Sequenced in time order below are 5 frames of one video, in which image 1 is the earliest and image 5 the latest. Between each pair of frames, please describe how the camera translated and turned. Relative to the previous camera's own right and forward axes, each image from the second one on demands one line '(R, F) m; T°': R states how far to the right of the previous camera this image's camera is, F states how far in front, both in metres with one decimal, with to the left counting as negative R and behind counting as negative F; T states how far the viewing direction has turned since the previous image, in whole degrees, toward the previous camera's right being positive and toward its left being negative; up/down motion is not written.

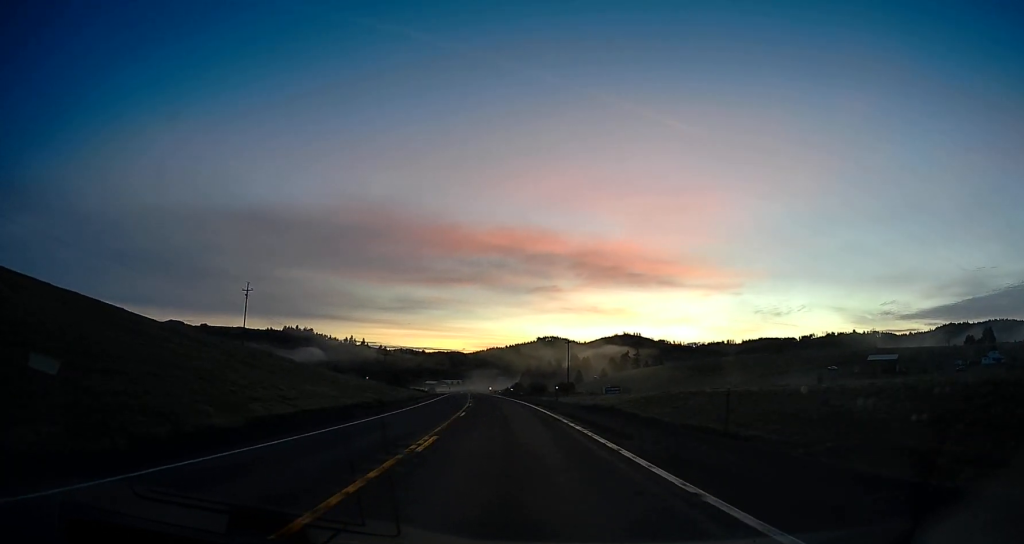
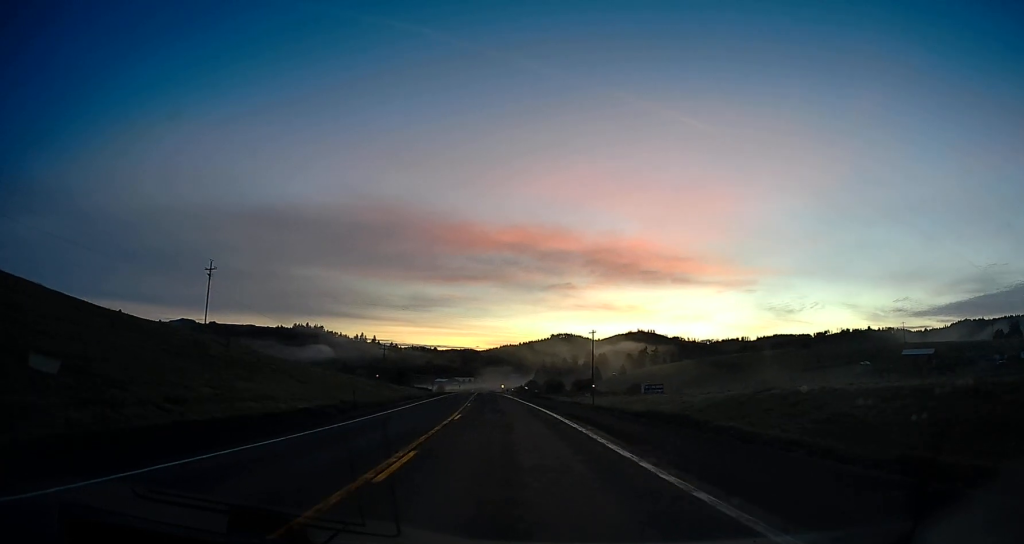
(+0.1, +18.8) m; -2°
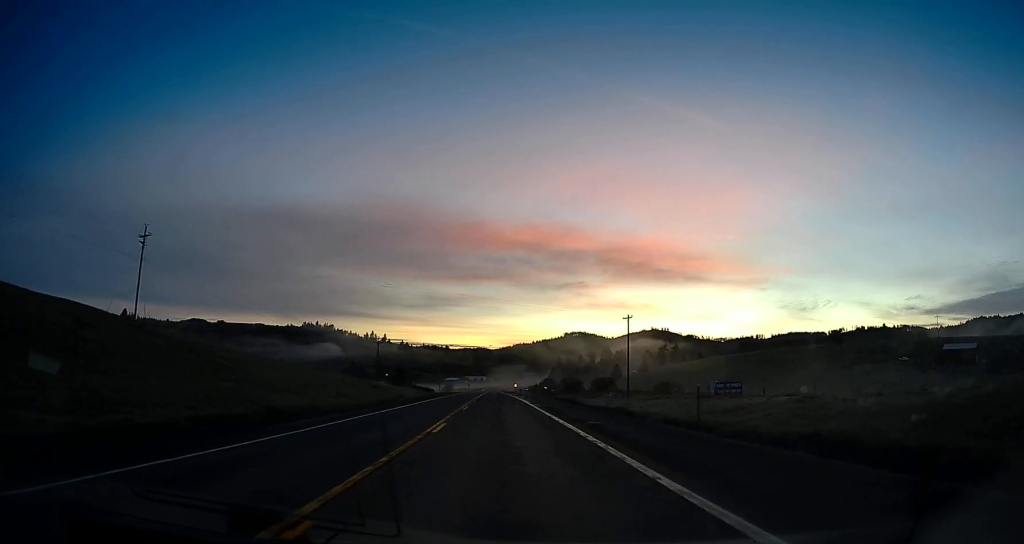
(-0.7, +21.6) m; -2°
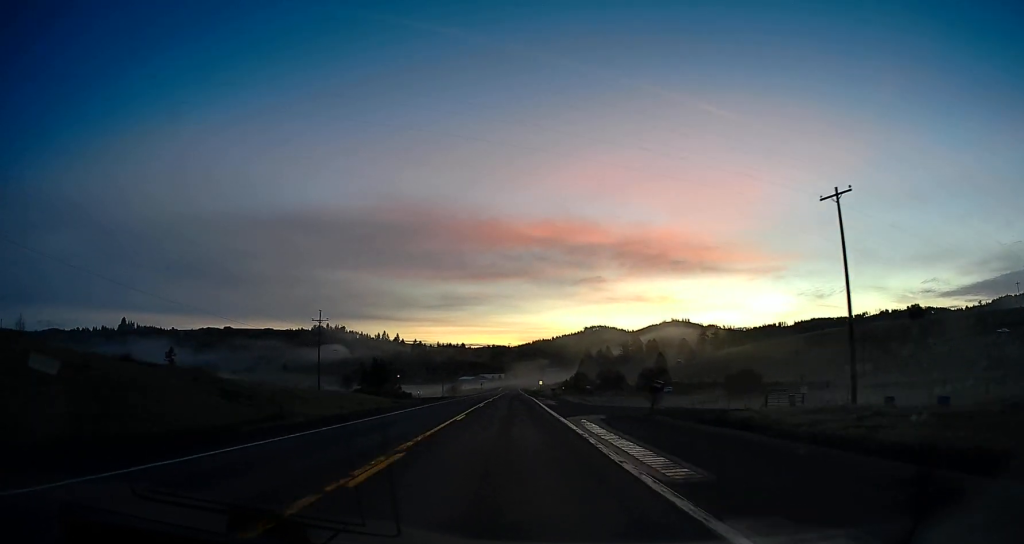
(-1.2, +53.9) m; -3°
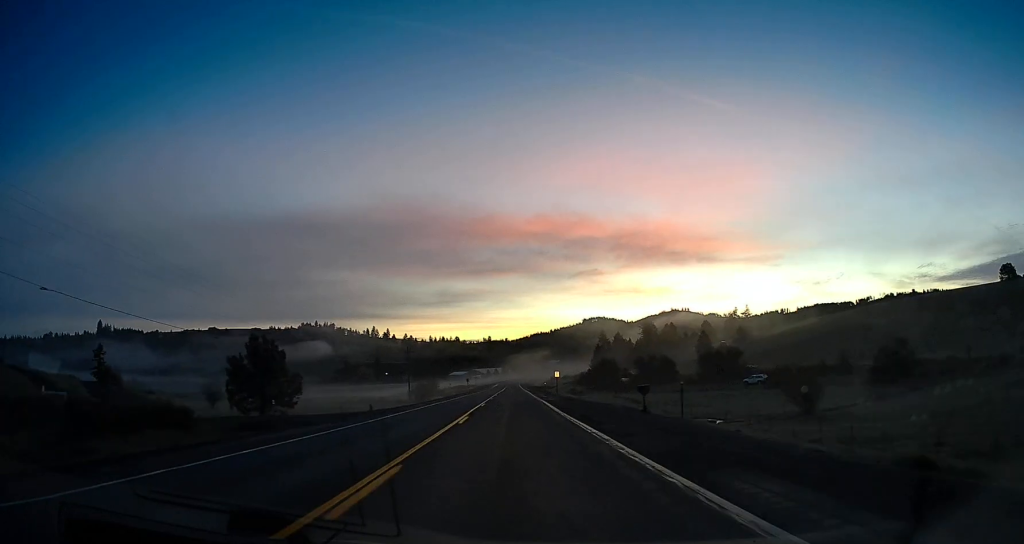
(-1.0, +61.9) m; -2°
